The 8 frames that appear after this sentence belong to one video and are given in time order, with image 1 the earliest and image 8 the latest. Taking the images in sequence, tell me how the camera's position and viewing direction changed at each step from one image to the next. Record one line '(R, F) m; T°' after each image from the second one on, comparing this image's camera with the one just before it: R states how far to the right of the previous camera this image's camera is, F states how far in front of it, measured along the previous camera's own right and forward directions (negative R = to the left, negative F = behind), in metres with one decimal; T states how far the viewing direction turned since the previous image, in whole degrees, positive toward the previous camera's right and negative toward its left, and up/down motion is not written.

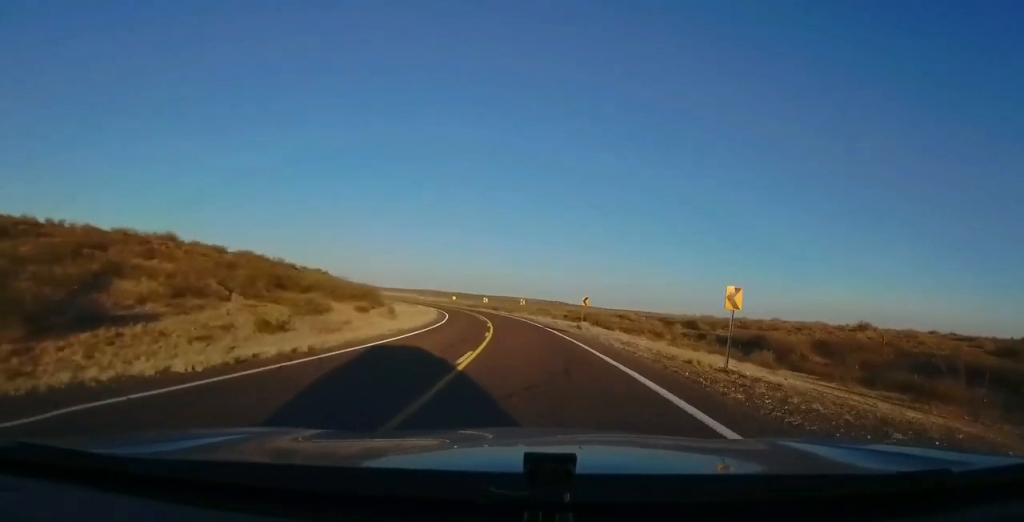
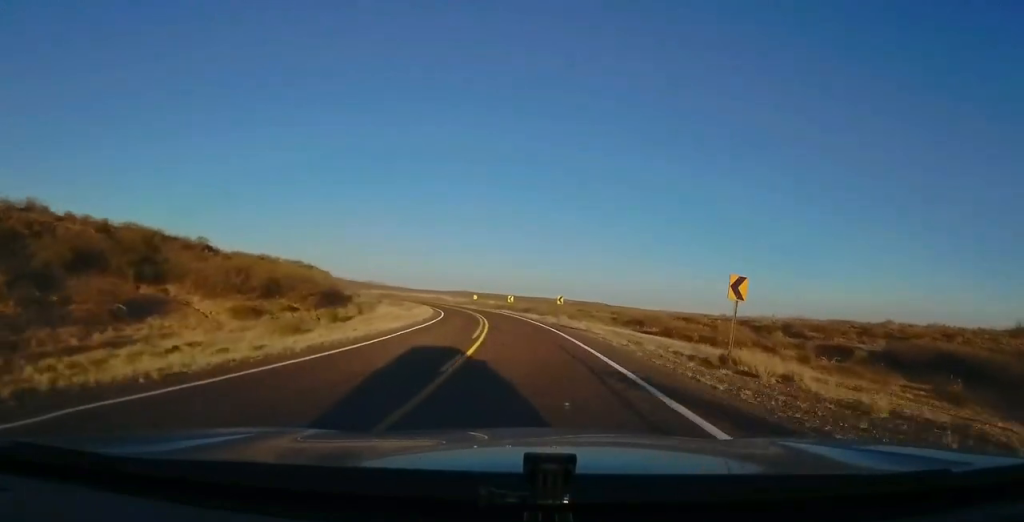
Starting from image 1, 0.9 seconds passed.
(-1.0, +26.0) m; -4°
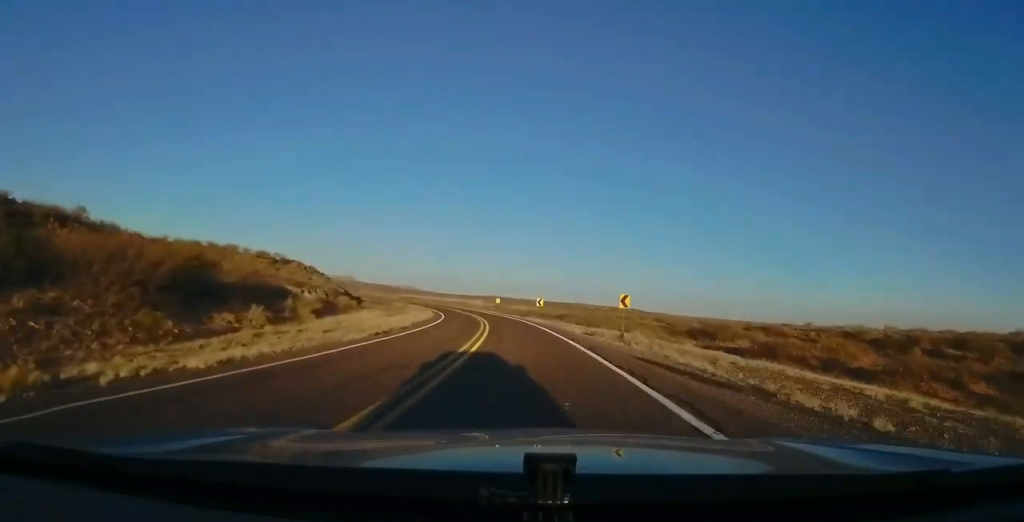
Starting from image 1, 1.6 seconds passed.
(-0.6, +20.3) m; -3°
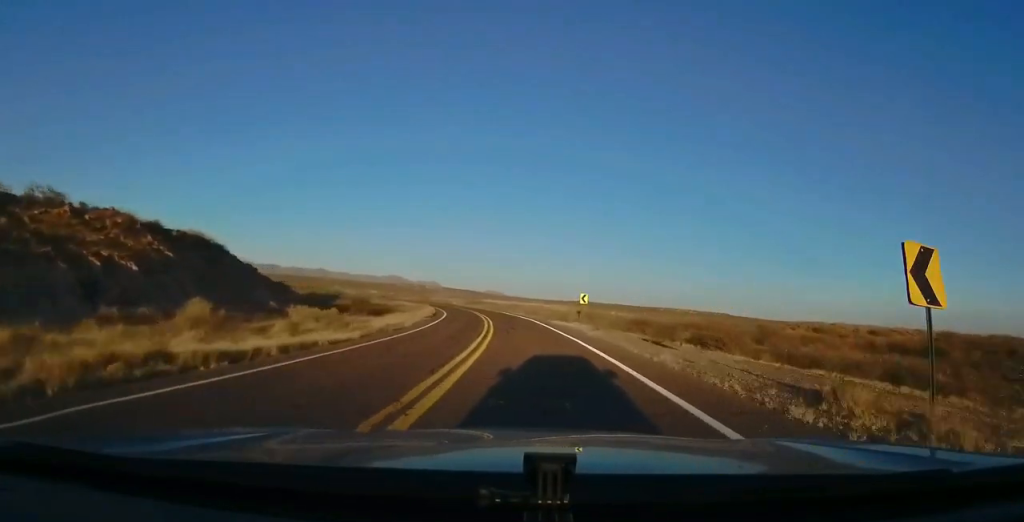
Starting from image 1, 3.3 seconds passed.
(-3.4, +50.1) m; -10°
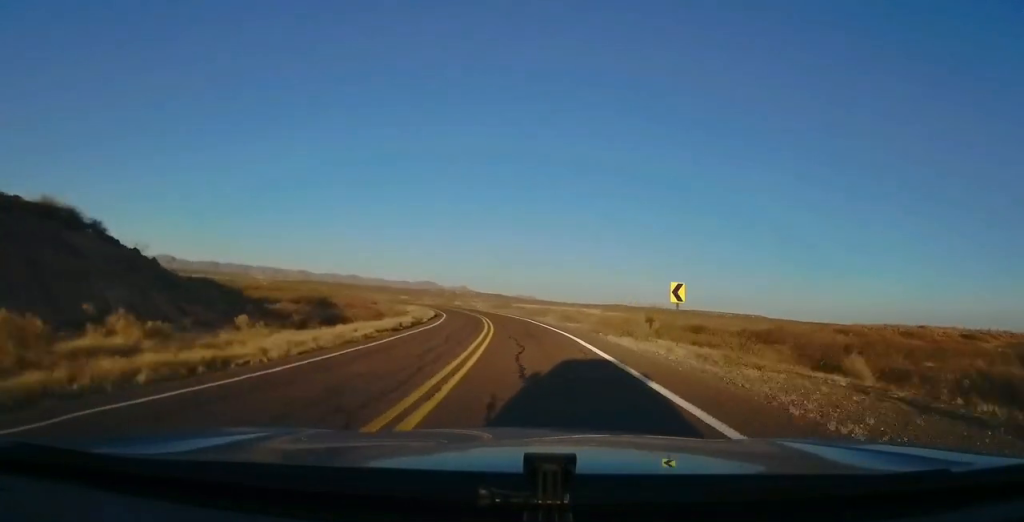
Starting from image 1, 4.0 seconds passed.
(-1.0, +19.3) m; -3°
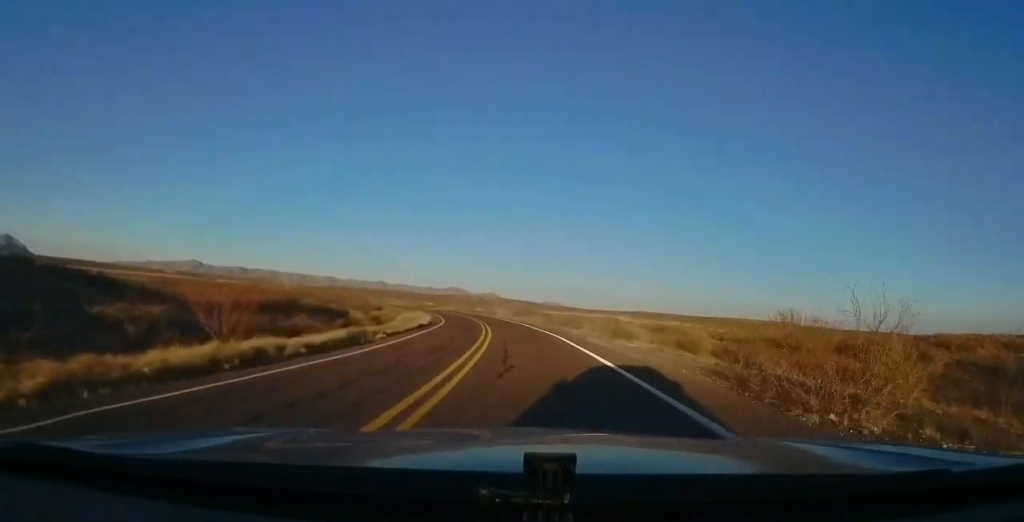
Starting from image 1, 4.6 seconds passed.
(-0.5, +18.4) m; -3°
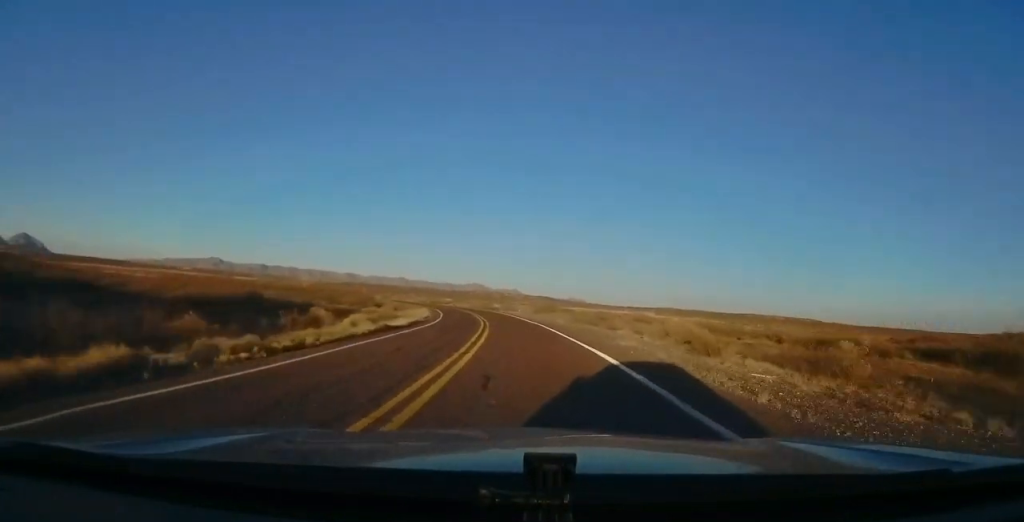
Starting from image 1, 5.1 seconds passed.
(-0.1, +13.5) m; -2°
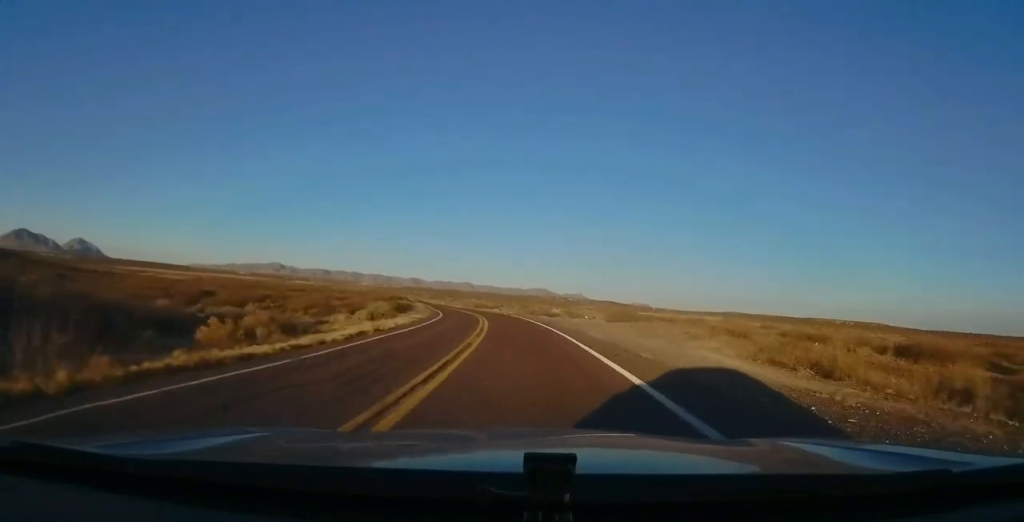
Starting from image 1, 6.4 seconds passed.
(-1.6, +37.7) m; -7°
